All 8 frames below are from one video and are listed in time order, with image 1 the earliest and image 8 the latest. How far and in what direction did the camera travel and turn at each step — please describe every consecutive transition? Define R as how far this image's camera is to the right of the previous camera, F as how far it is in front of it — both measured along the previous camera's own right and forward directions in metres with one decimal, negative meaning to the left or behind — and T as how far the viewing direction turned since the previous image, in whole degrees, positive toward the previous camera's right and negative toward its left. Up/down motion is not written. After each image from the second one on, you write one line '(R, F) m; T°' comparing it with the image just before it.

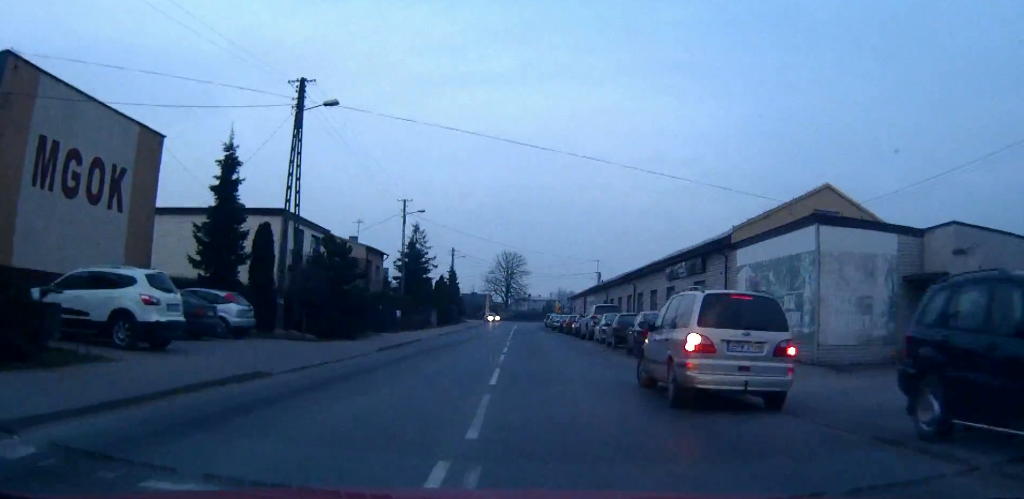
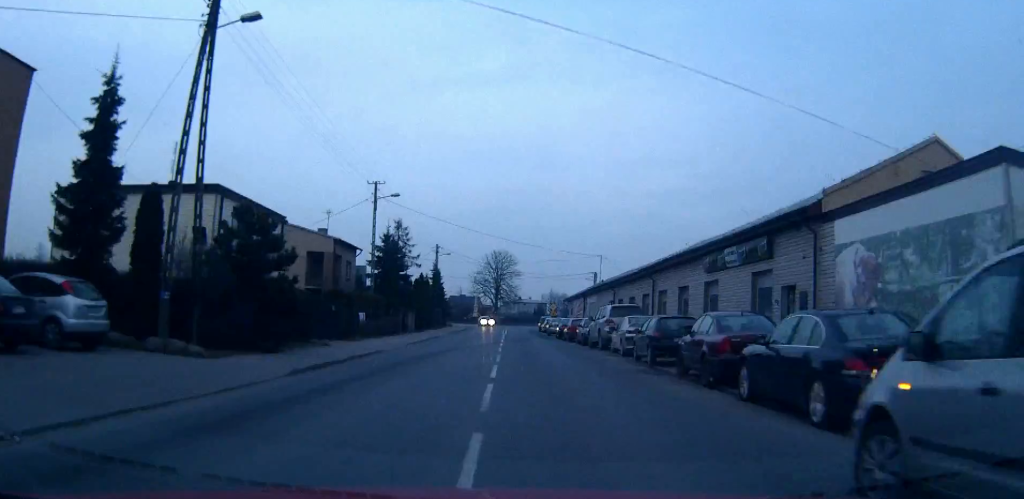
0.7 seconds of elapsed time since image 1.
(0.0, +9.1) m; 0°
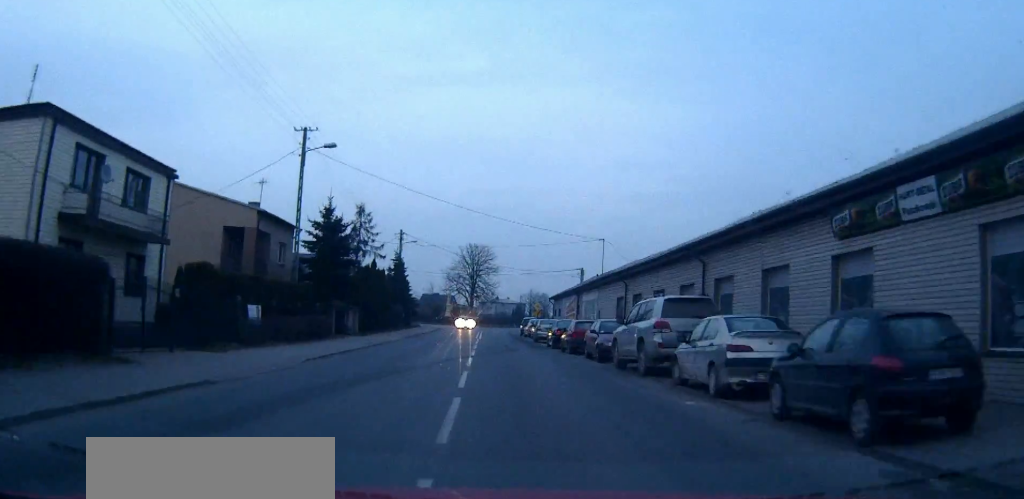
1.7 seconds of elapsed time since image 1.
(+0.1, +13.7) m; +1°
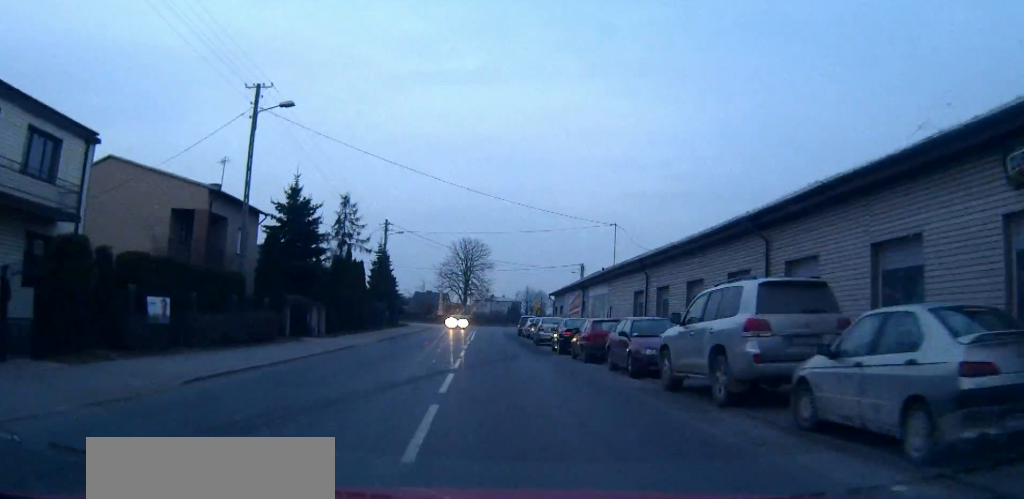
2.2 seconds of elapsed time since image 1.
(0.0, +6.9) m; +1°
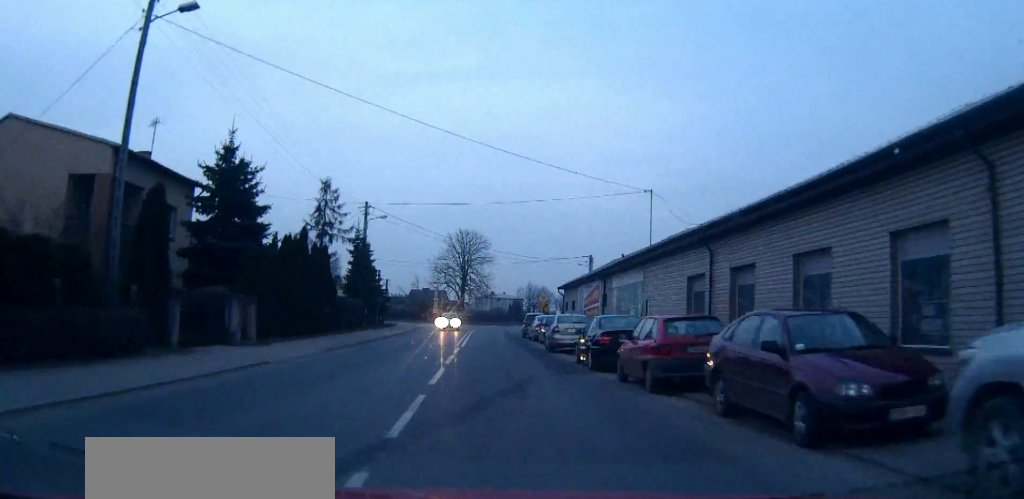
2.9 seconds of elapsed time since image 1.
(0.0, +10.1) m; 0°
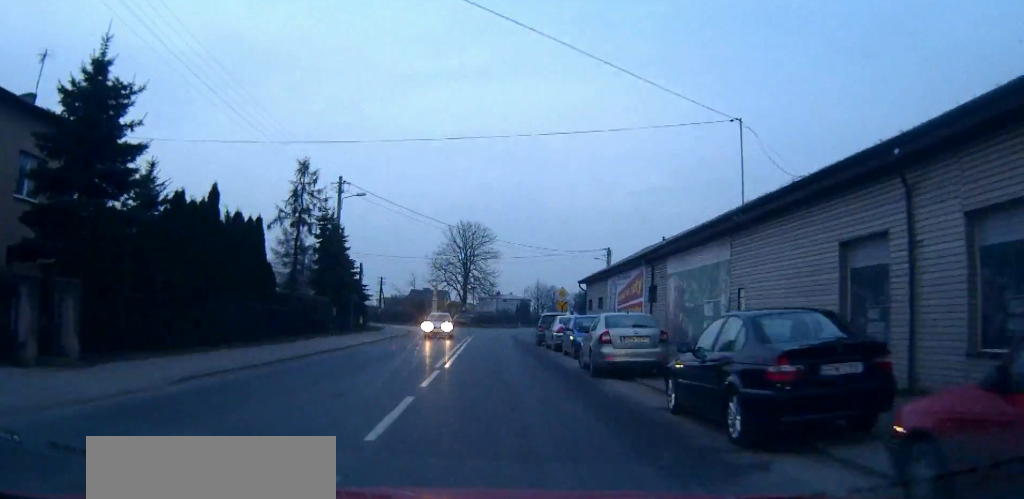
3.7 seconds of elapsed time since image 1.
(0.0, +11.6) m; 0°
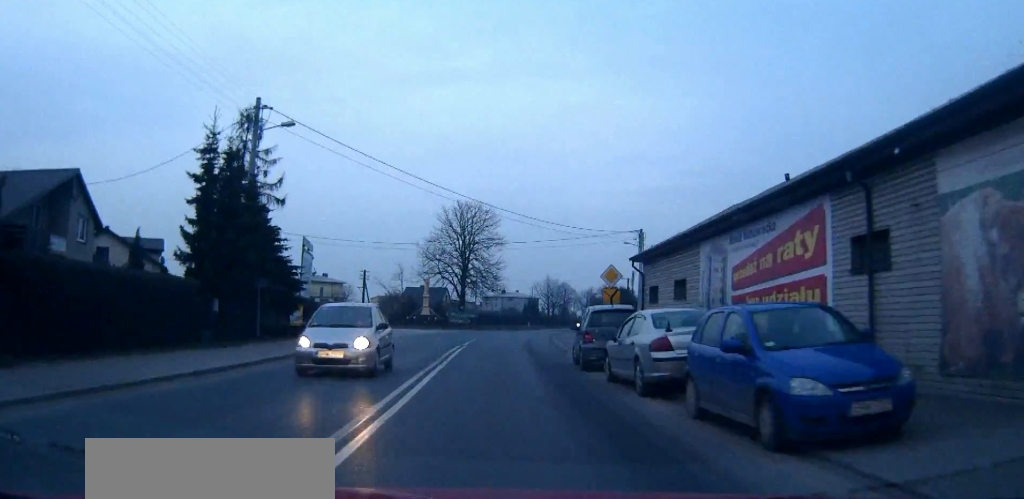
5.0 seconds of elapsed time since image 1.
(-0.1, +17.8) m; -1°
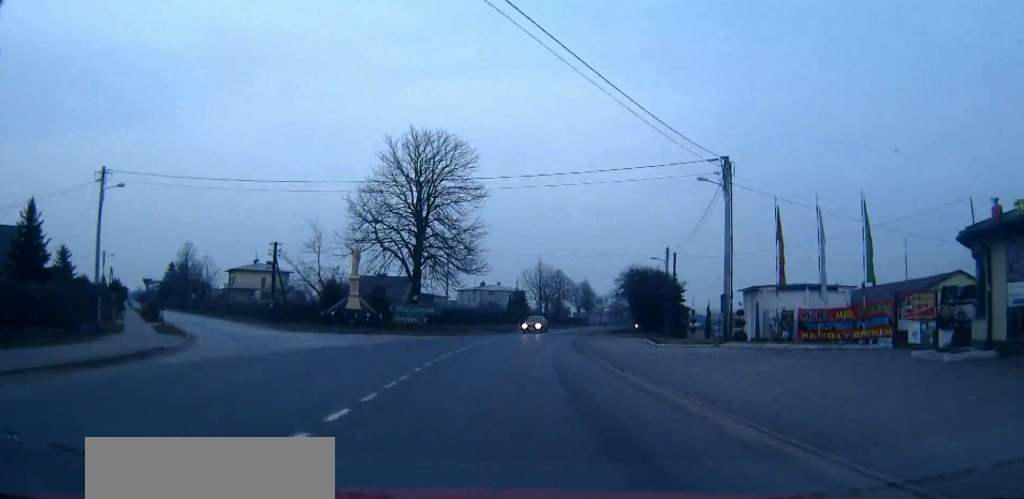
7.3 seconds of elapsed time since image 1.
(+0.1, +32.2) m; +2°
